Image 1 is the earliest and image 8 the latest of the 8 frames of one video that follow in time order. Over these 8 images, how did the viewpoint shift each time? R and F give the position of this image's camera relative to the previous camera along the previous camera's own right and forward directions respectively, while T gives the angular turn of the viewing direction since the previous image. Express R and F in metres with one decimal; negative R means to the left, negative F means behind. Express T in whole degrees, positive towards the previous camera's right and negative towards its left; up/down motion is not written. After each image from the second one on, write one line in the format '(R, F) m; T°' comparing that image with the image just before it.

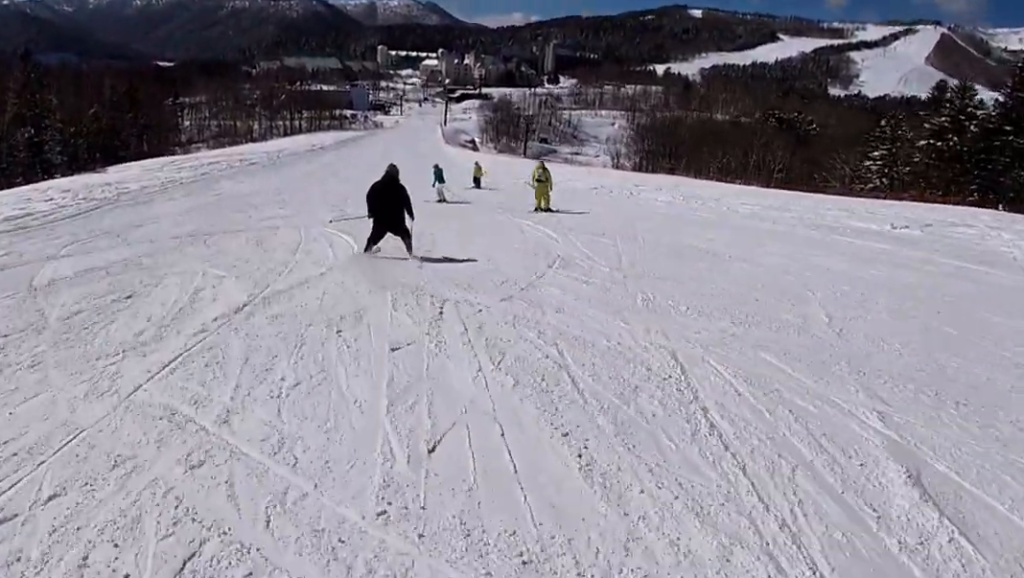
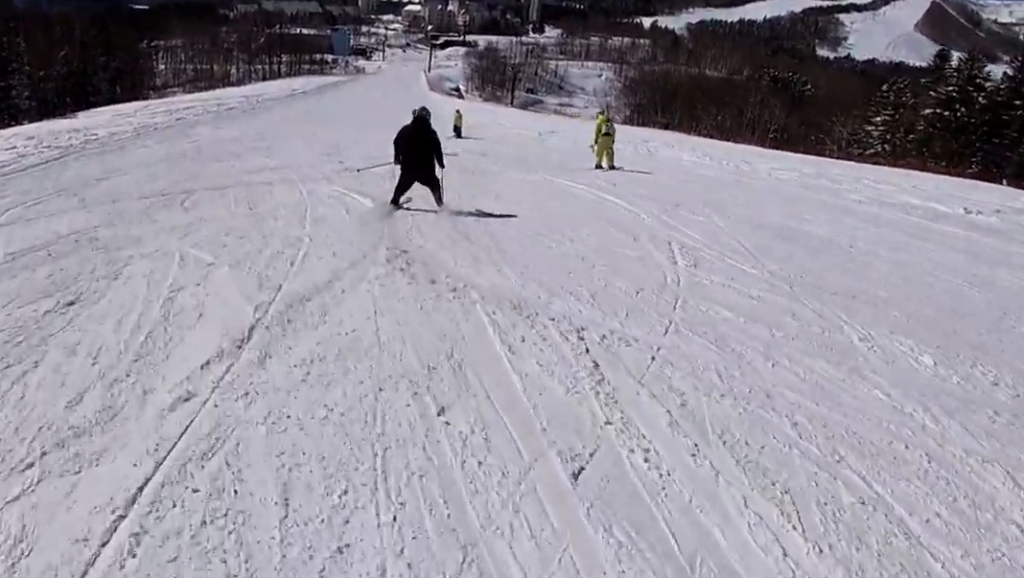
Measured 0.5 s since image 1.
(+0.1, +3.4) m; +3°
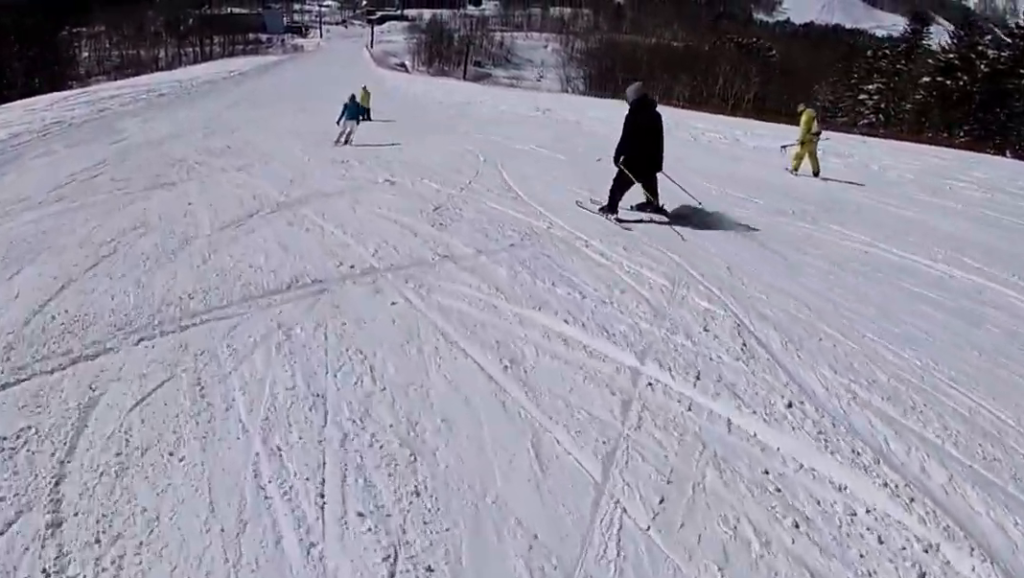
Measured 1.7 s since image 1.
(+0.6, +10.4) m; +7°
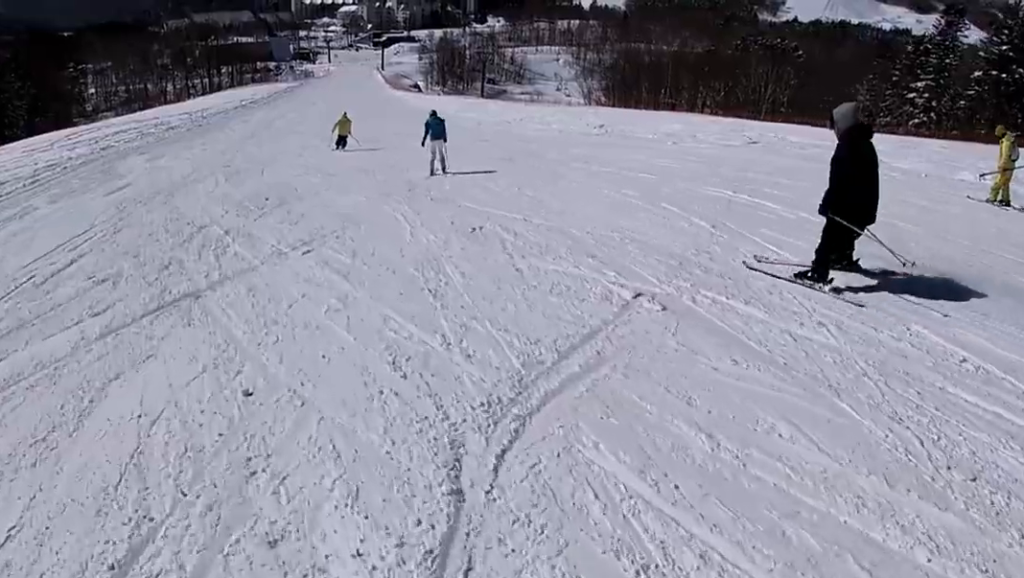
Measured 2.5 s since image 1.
(+0.3, +6.8) m; +2°
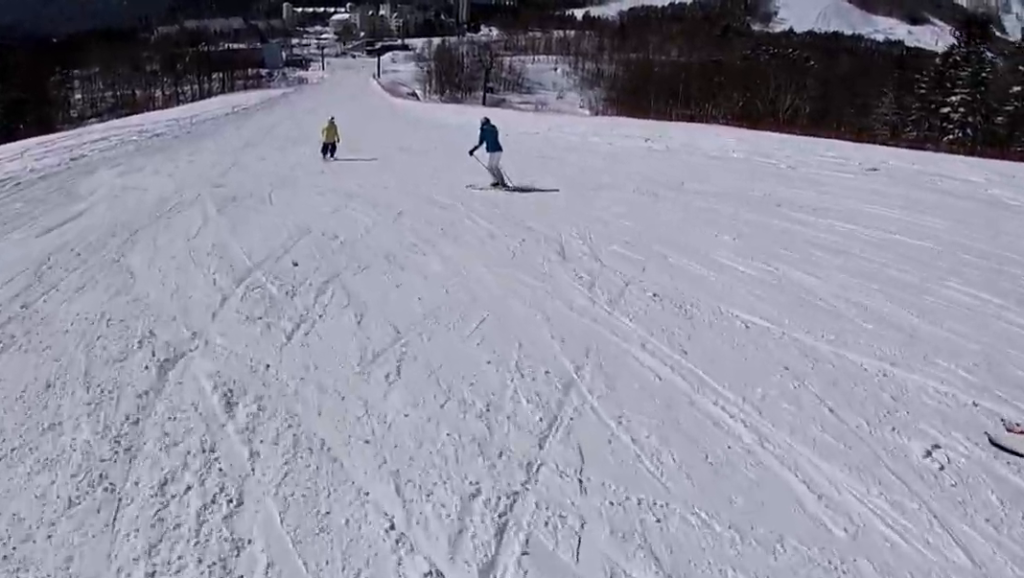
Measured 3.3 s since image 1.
(0.0, +7.0) m; 0°
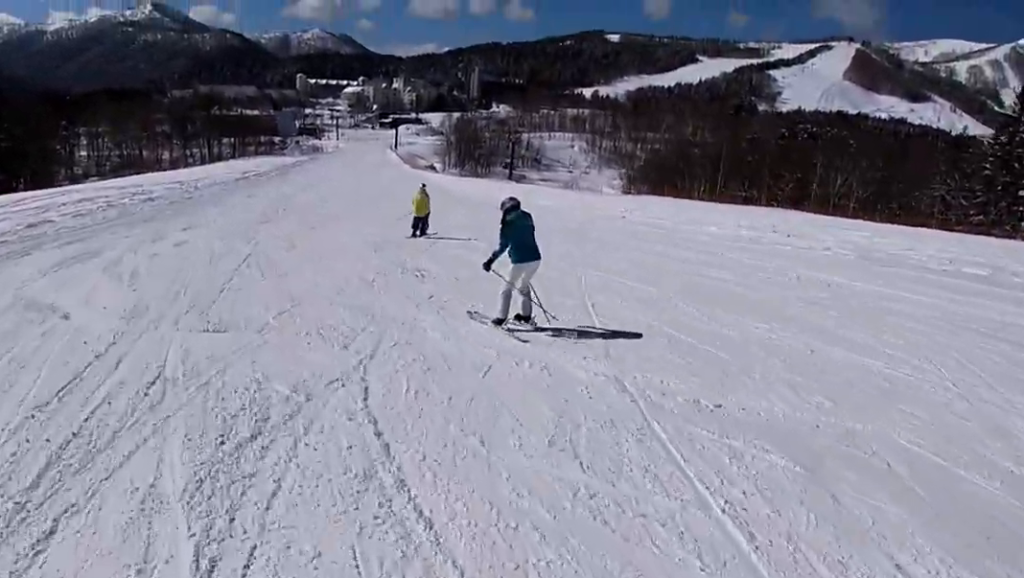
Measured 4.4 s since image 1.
(0.0, +10.9) m; 0°
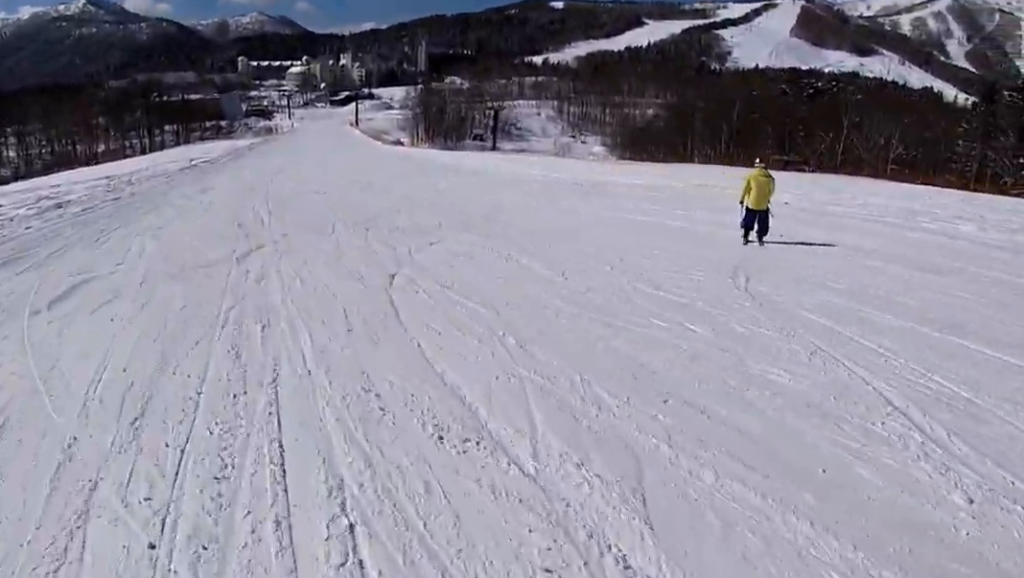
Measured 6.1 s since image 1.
(0.0, +15.2) m; +4°
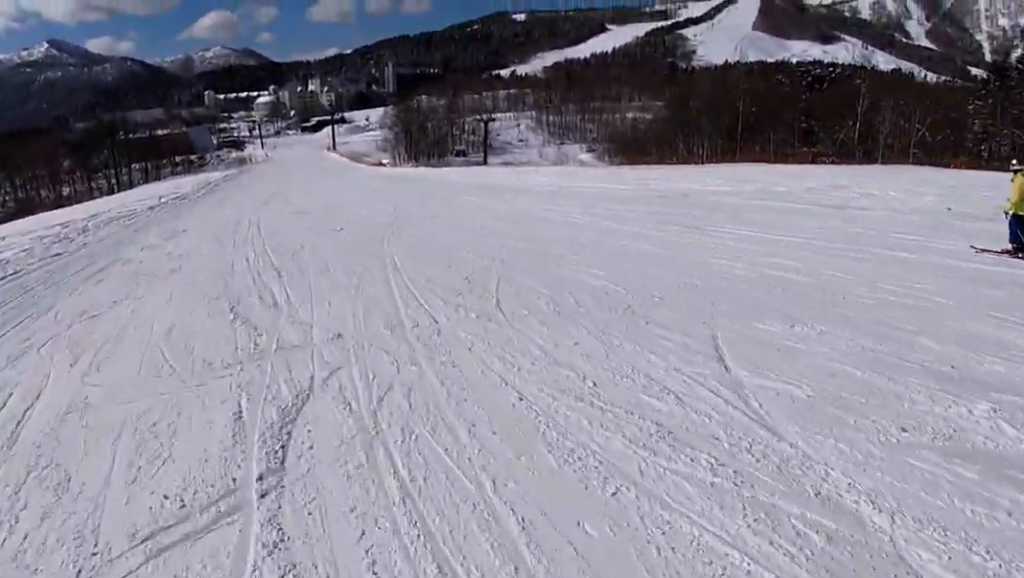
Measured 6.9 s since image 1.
(+0.5, +8.3) m; +6°
